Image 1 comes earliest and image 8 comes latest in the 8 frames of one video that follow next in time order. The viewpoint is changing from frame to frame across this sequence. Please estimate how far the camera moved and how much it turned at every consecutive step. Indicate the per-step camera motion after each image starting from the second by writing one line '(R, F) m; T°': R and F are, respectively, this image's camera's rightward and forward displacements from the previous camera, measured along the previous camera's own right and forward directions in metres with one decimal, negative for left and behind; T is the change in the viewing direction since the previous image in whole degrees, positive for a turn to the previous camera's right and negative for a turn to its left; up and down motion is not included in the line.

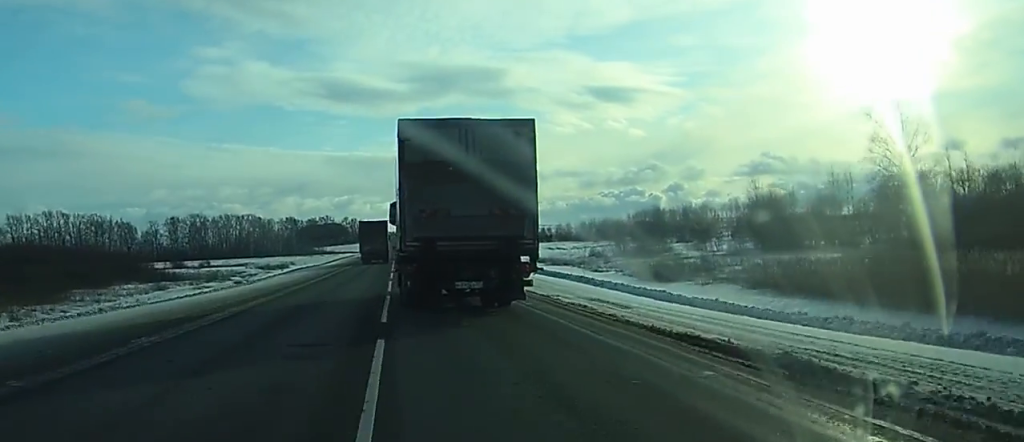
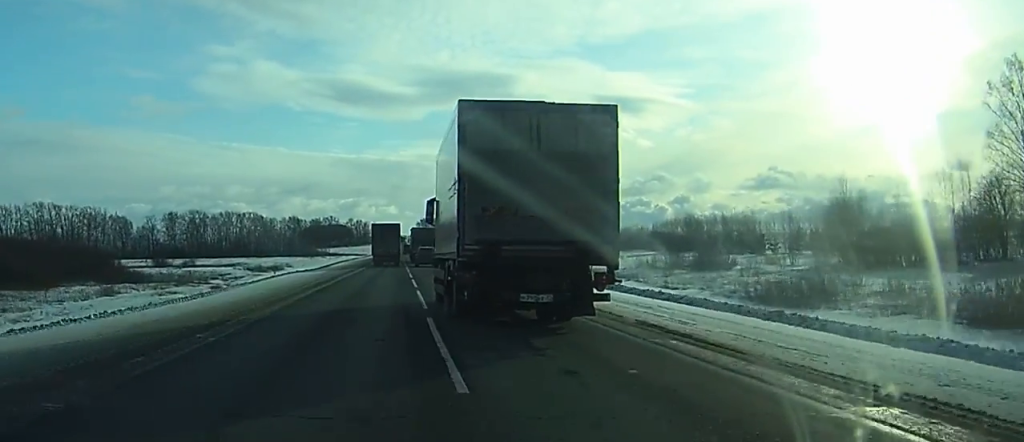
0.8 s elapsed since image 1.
(-0.2, +18.8) m; 0°
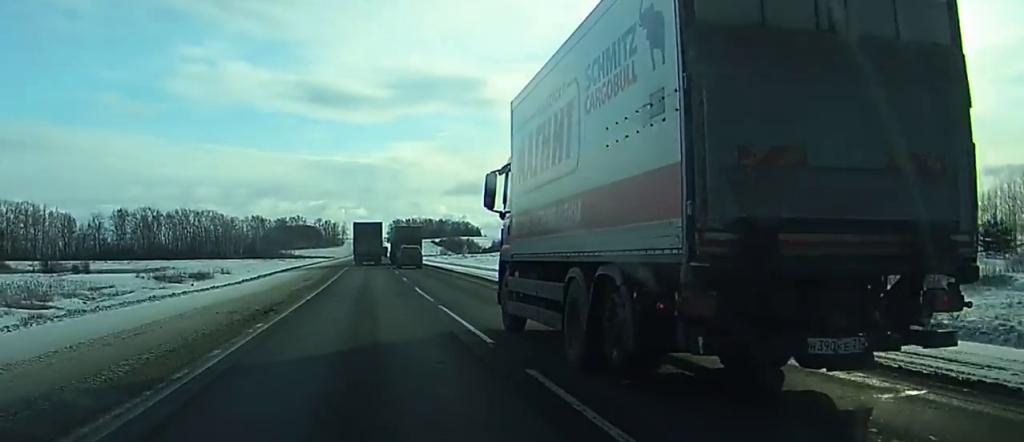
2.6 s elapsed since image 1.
(+0.1, +43.0) m; +1°
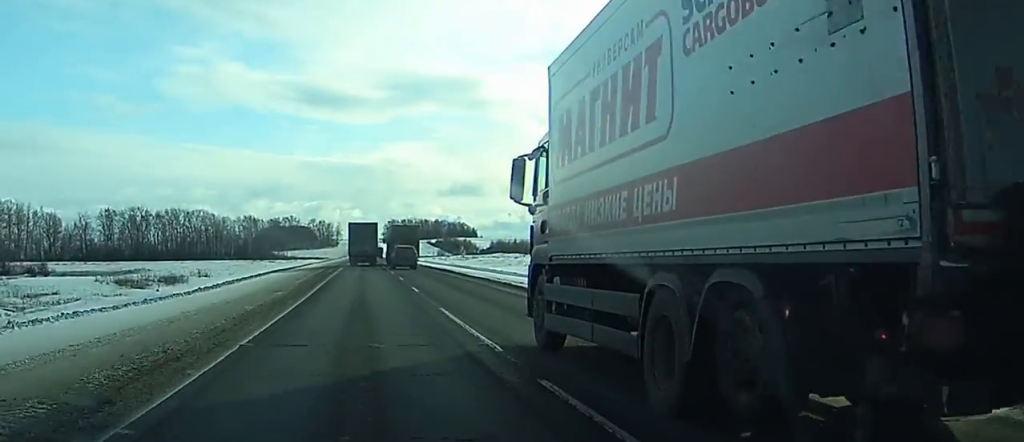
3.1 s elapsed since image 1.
(0.0, +12.5) m; 0°
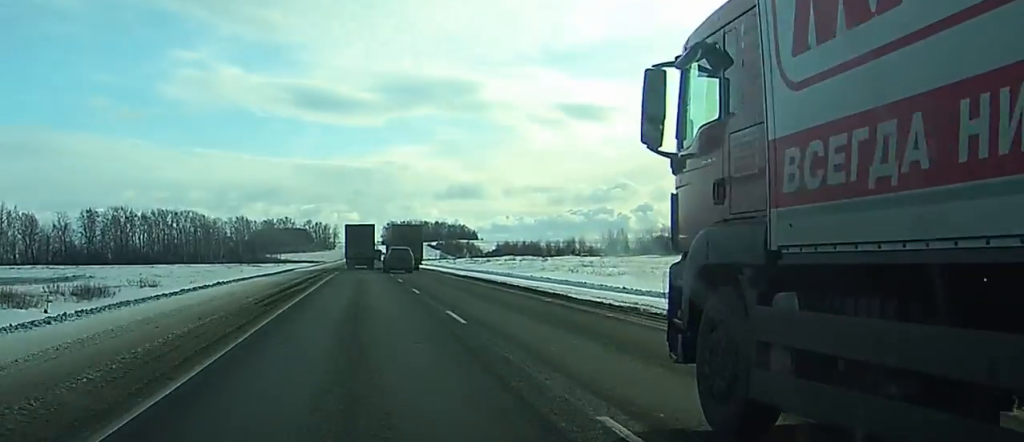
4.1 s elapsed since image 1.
(+0.1, +25.6) m; +1°
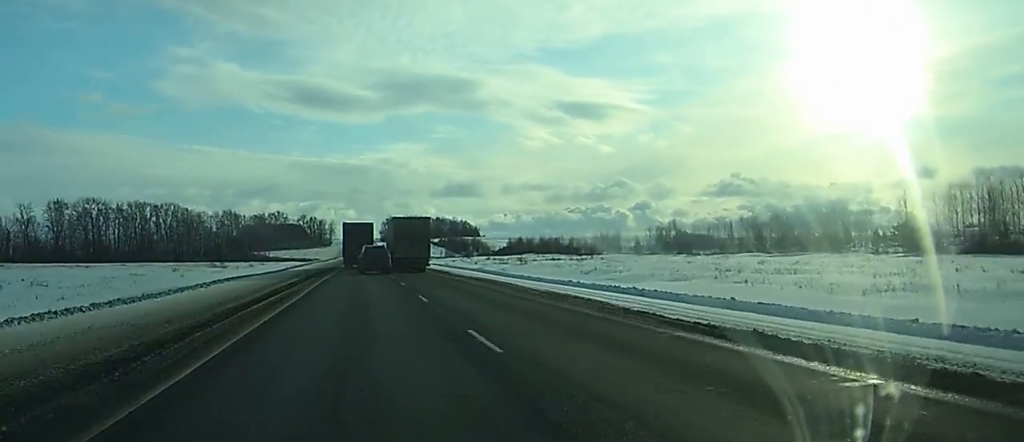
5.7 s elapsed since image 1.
(+0.2, +40.2) m; +1°
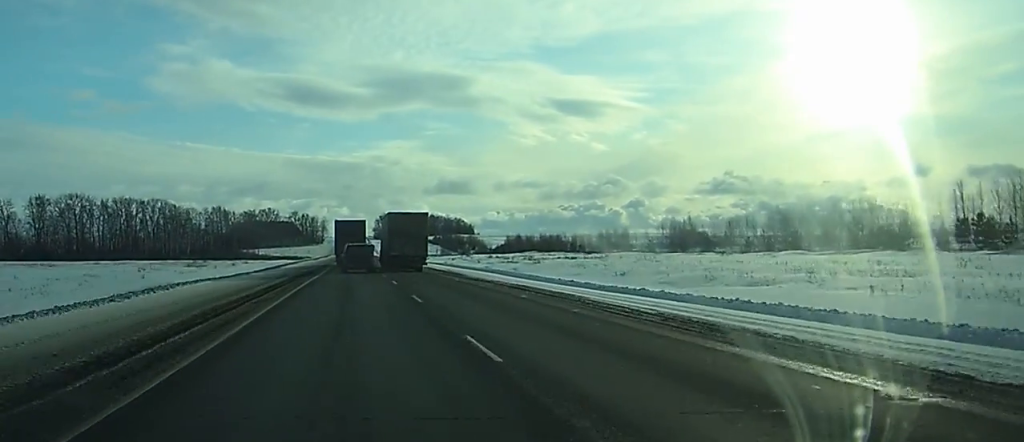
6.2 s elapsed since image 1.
(0.0, +13.2) m; 0°
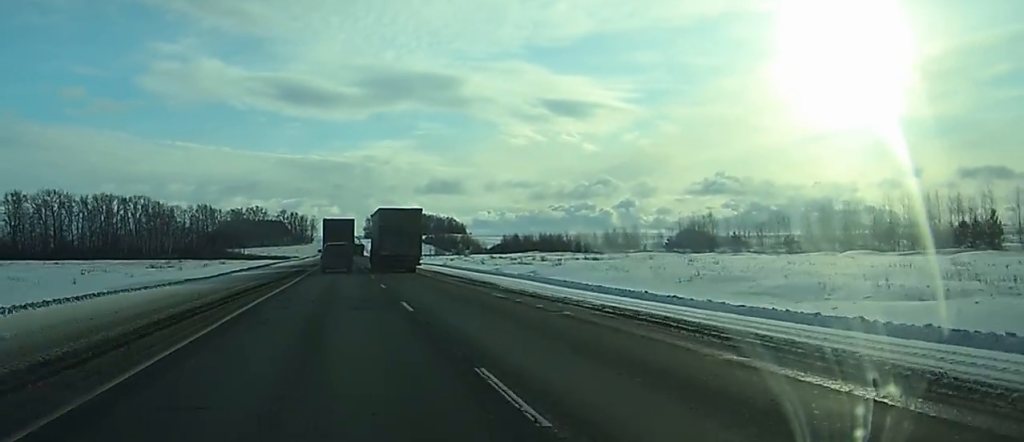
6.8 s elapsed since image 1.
(0.0, +15.7) m; 0°
